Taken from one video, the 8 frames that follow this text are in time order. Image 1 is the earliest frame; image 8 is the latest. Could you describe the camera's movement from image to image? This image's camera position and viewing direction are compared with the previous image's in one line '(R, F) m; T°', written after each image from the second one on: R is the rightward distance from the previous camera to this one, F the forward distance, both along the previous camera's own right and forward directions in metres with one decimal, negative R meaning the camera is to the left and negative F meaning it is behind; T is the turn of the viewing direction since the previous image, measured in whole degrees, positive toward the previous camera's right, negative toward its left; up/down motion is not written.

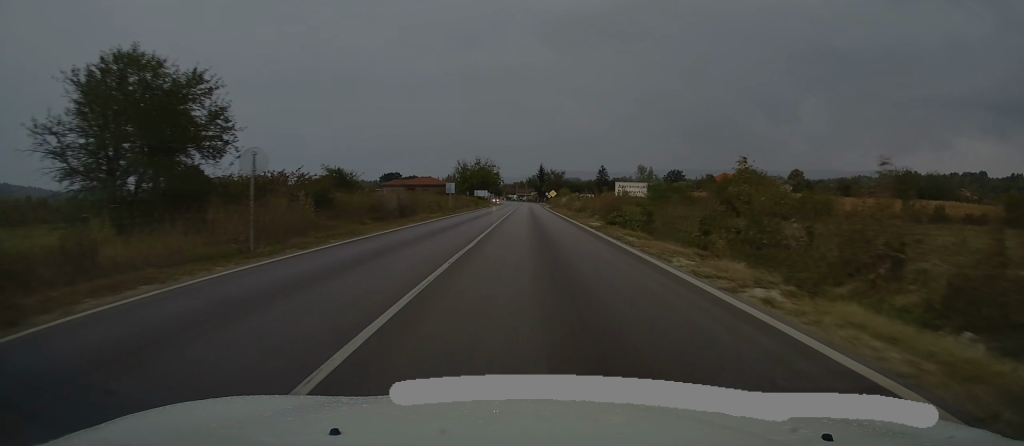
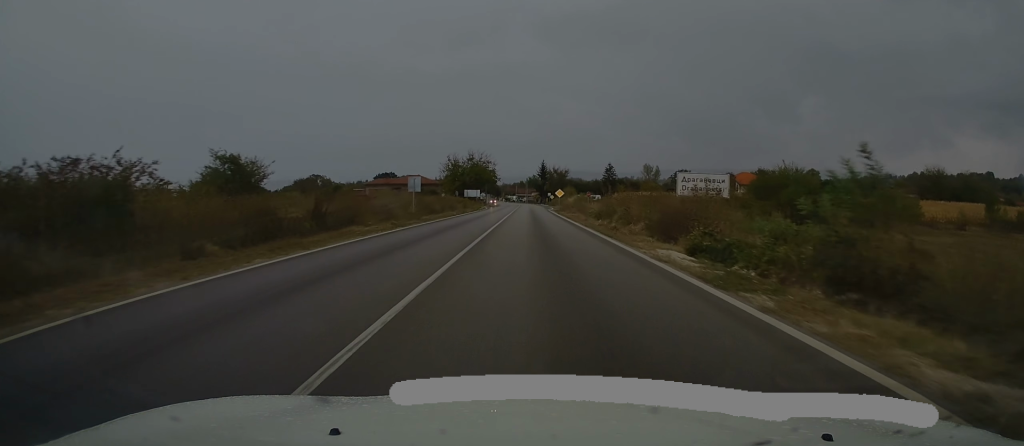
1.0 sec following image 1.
(-0.1, +17.0) m; 0°
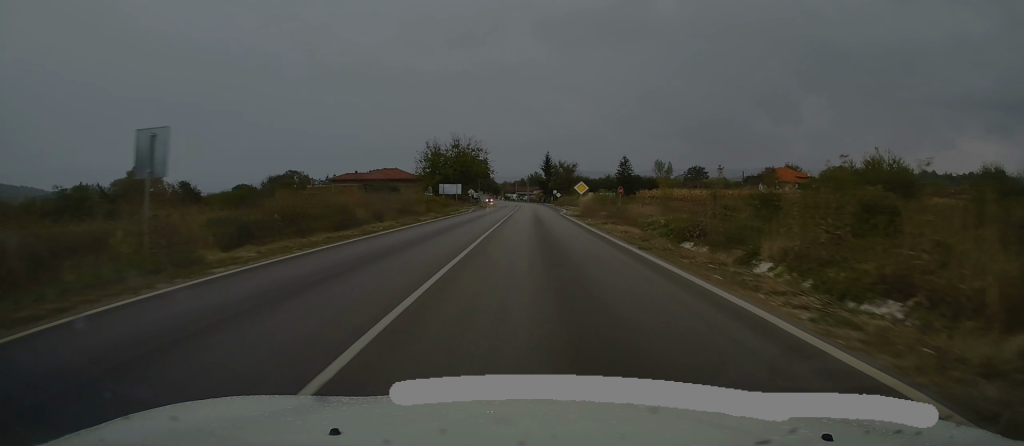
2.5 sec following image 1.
(0.0, +26.2) m; 0°
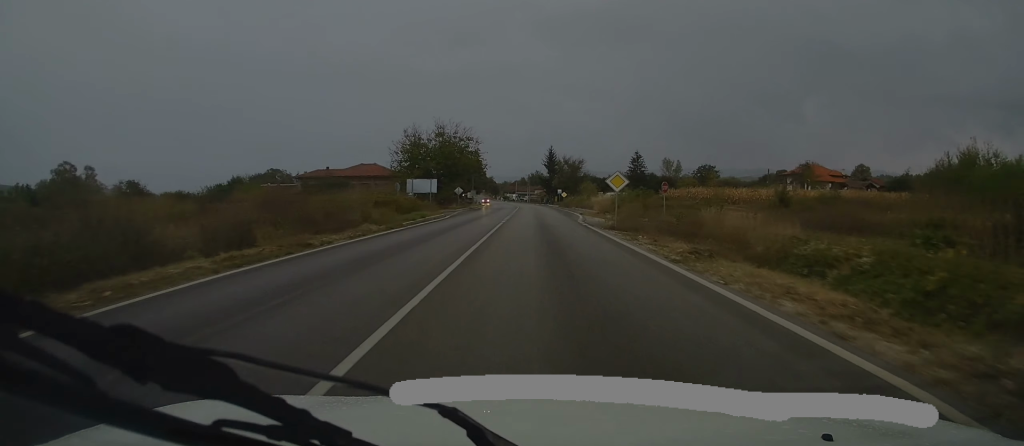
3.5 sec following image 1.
(0.0, +16.9) m; 0°
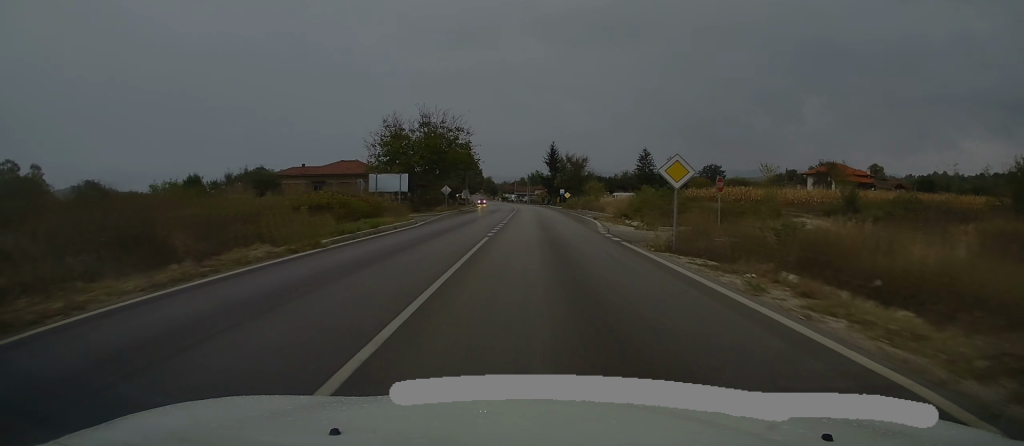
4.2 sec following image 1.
(0.0, +10.6) m; 0°
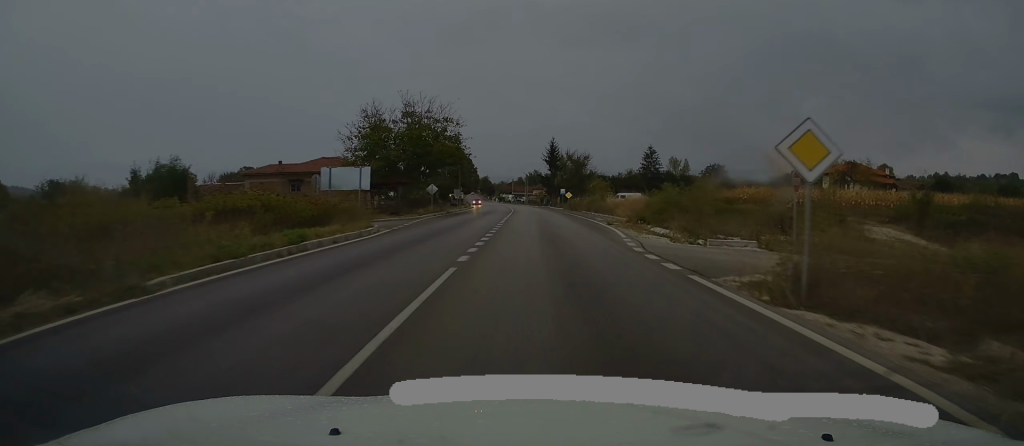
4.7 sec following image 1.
(0.0, +7.7) m; 0°
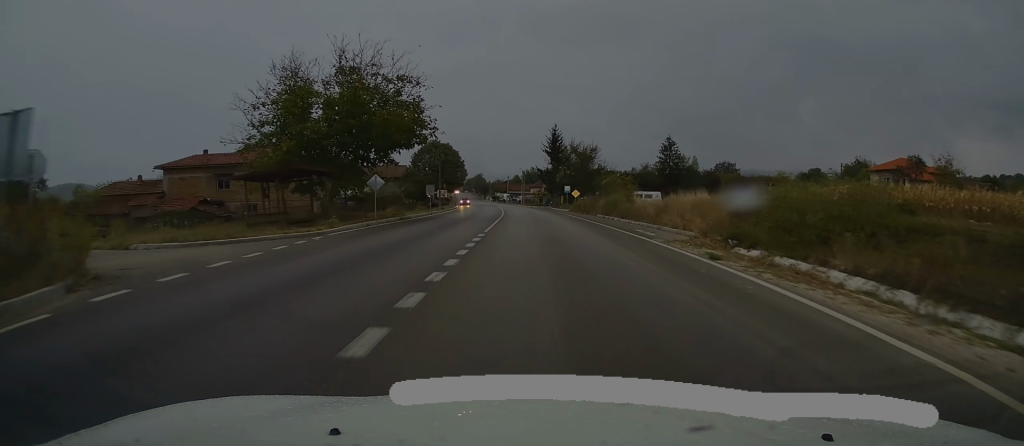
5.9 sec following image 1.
(+0.2, +18.7) m; +1°
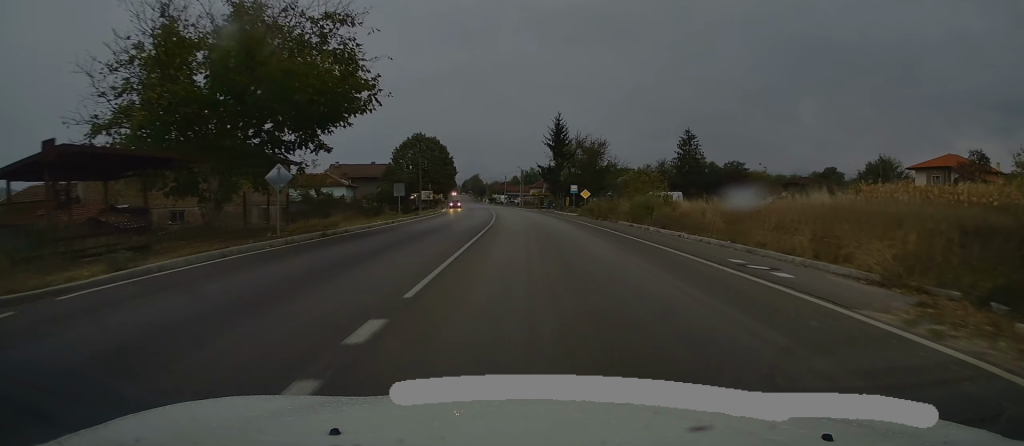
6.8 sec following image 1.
(0.0, +13.3) m; 0°
